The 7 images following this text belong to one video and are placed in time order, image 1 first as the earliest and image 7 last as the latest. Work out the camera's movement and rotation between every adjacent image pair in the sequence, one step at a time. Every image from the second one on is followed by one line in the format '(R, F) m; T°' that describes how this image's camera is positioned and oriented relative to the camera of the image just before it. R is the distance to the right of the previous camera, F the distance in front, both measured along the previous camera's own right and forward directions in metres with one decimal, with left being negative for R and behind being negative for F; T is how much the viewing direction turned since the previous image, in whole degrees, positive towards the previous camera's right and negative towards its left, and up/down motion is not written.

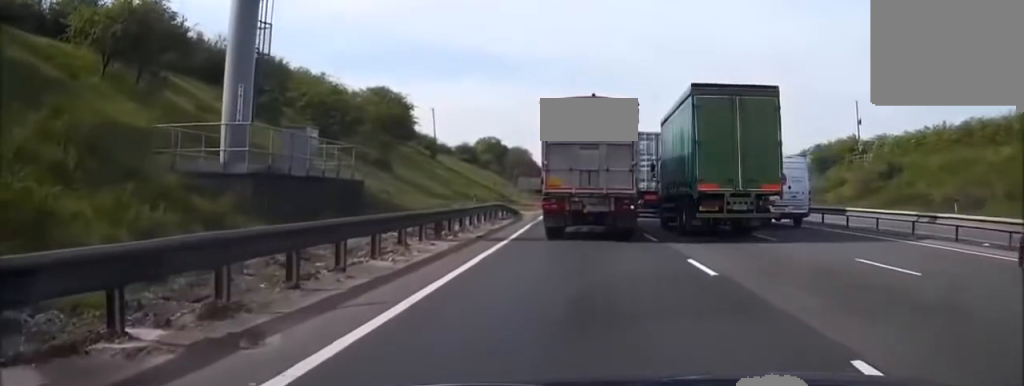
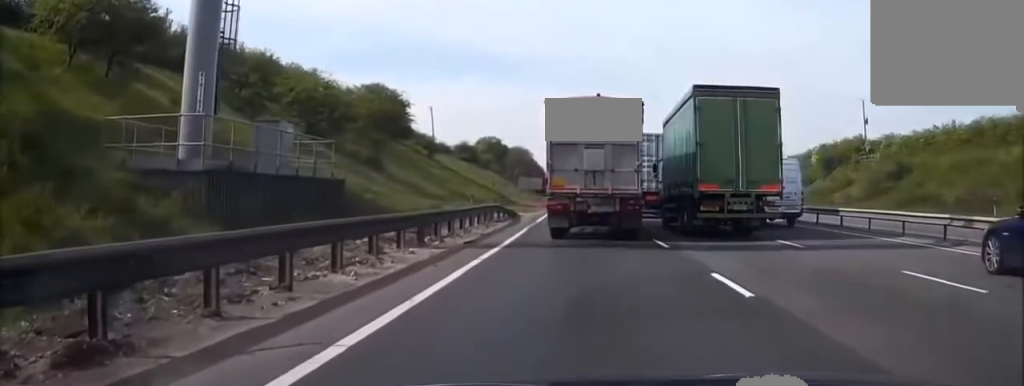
(0.0, +2.3) m; +1°
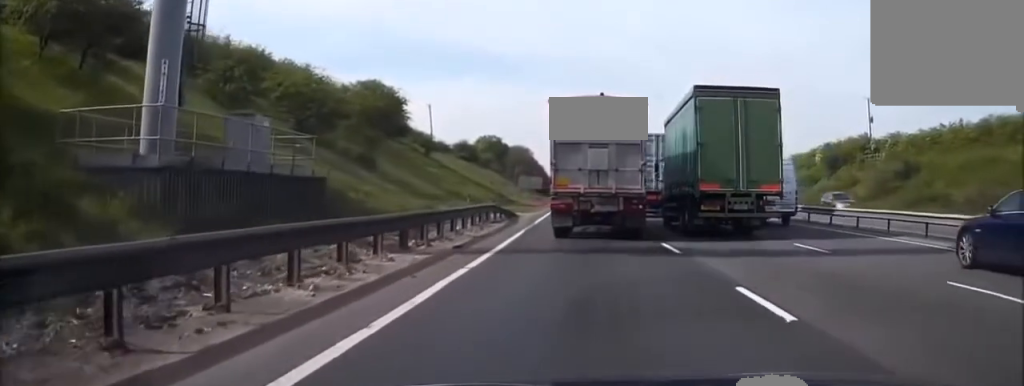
(0.0, +1.8) m; 0°
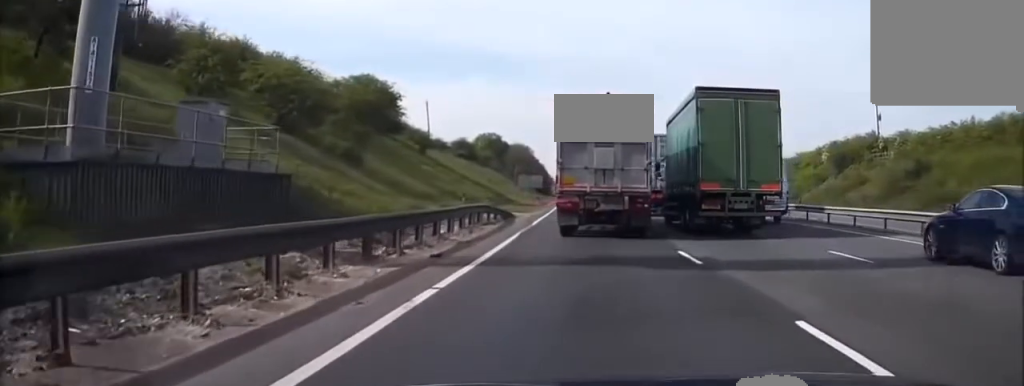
(0.0, +2.7) m; 0°
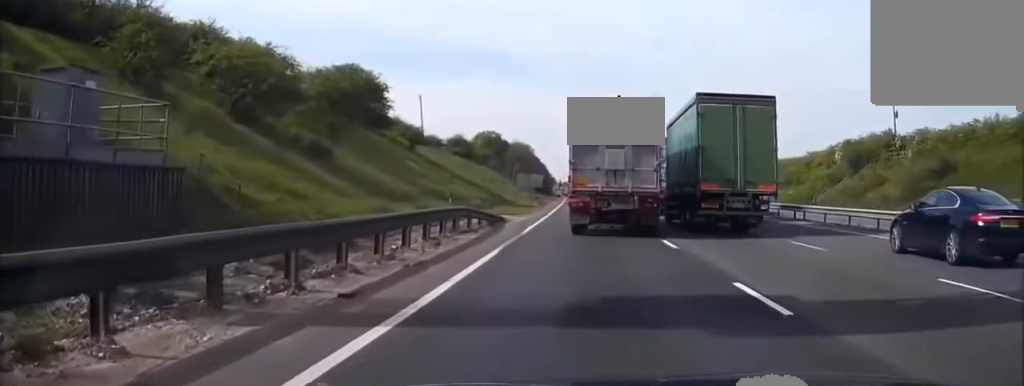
(0.0, +5.4) m; 0°
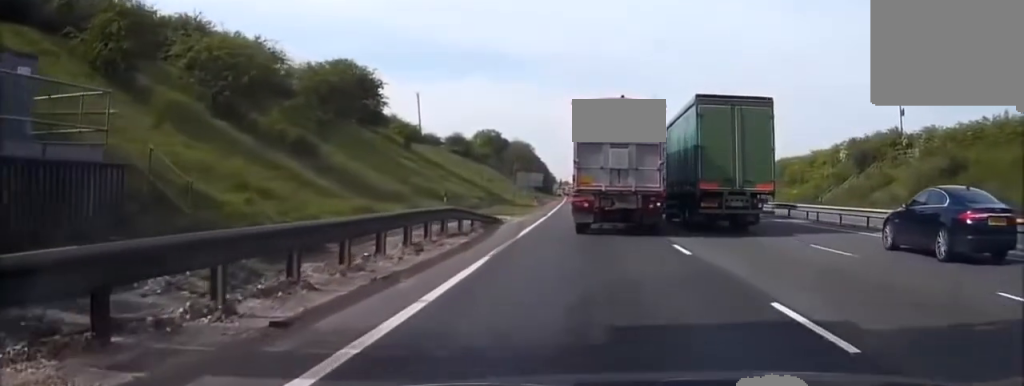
(0.0, +2.0) m; 0°
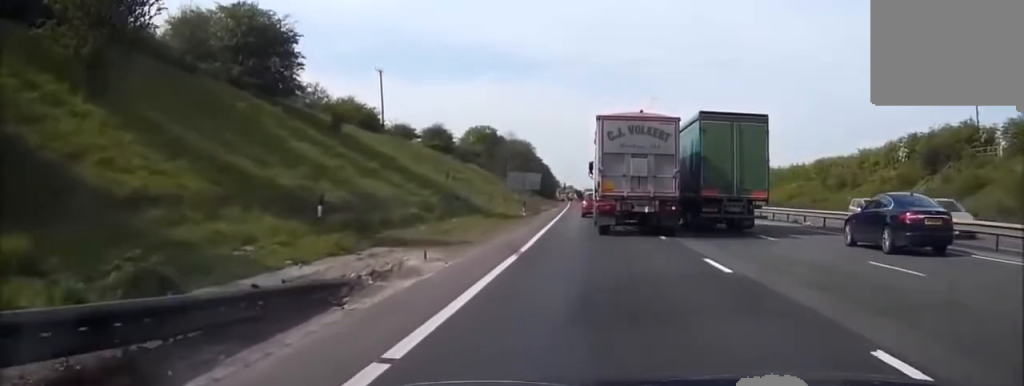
(+0.2, +21.8) m; -1°
